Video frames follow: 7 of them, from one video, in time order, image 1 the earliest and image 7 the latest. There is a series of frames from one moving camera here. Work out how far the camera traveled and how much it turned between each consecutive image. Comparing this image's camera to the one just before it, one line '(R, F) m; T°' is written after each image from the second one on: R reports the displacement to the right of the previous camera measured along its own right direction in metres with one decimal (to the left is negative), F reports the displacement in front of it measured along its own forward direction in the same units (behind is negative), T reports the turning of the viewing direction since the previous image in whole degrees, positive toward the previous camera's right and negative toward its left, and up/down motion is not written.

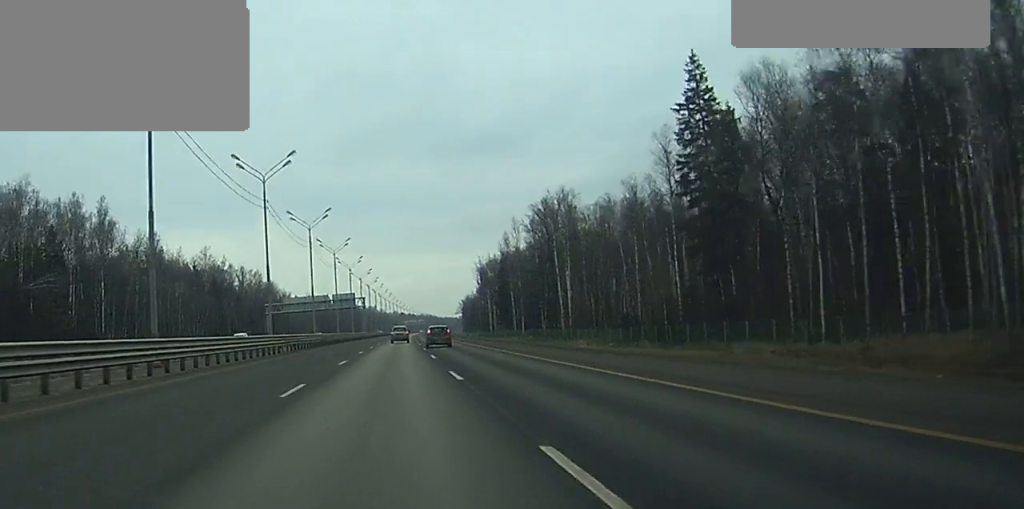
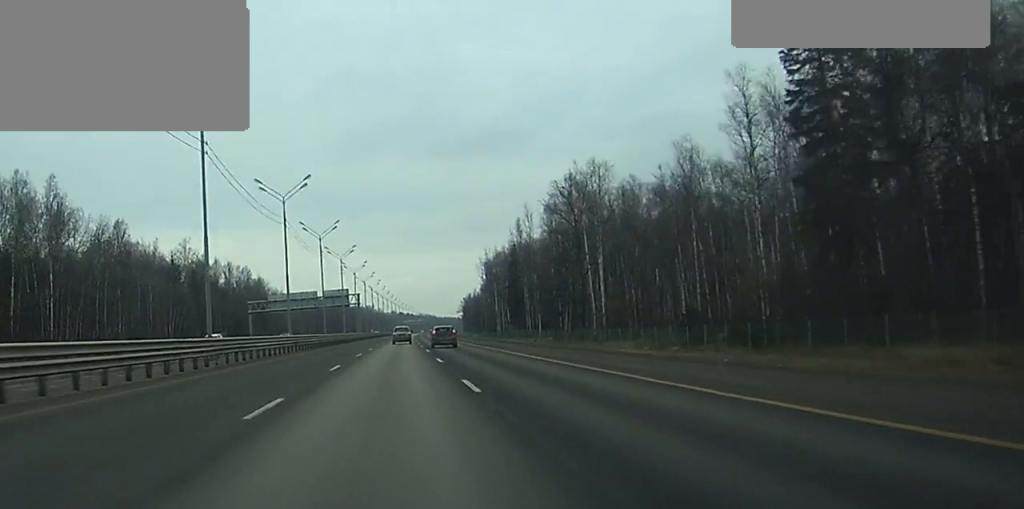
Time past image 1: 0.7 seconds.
(0.0, +20.1) m; 0°
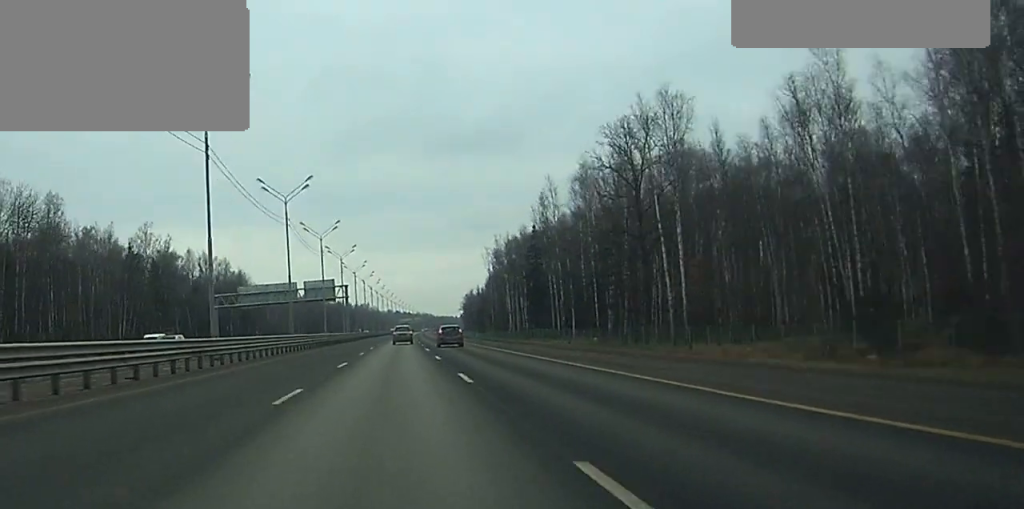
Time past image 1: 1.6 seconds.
(0.0, +29.2) m; 0°
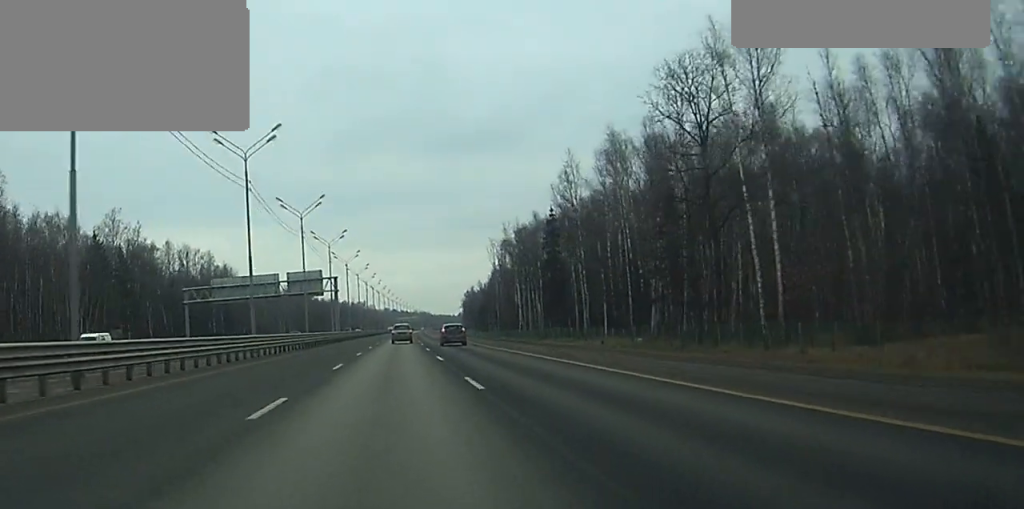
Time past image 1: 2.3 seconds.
(0.0, +19.1) m; 0°
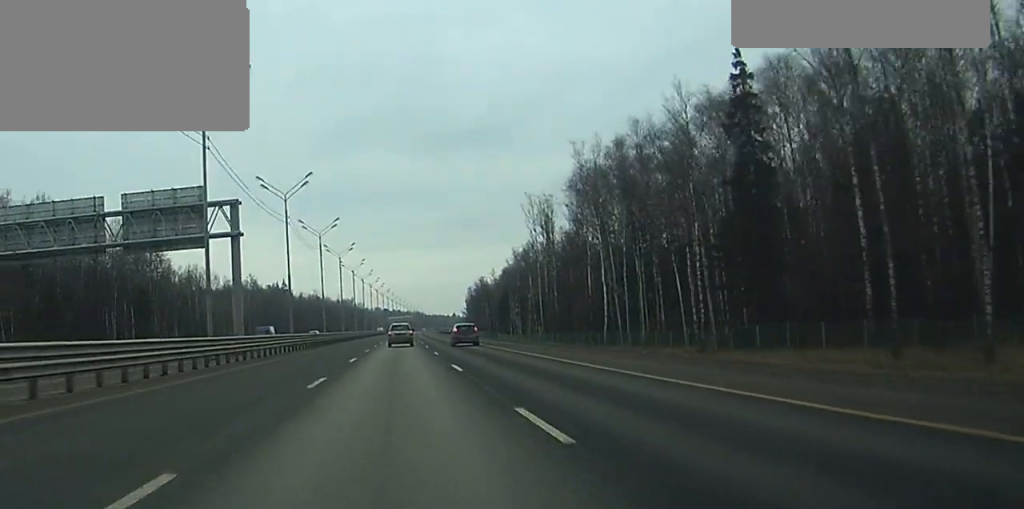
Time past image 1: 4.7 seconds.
(-0.1, +72.8) m; 0°
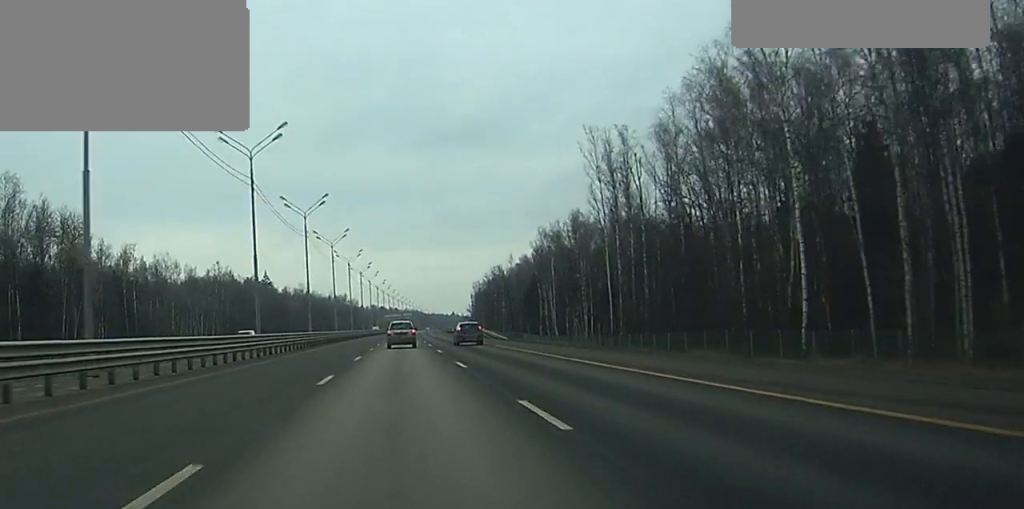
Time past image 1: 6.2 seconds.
(+0.3, +47.5) m; 0°
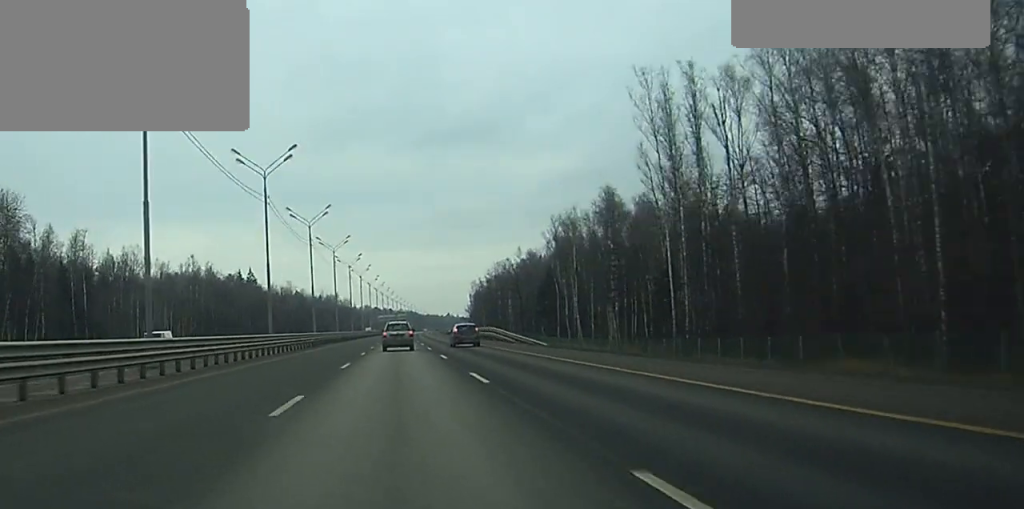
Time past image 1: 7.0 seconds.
(0.0, +23.1) m; 0°
